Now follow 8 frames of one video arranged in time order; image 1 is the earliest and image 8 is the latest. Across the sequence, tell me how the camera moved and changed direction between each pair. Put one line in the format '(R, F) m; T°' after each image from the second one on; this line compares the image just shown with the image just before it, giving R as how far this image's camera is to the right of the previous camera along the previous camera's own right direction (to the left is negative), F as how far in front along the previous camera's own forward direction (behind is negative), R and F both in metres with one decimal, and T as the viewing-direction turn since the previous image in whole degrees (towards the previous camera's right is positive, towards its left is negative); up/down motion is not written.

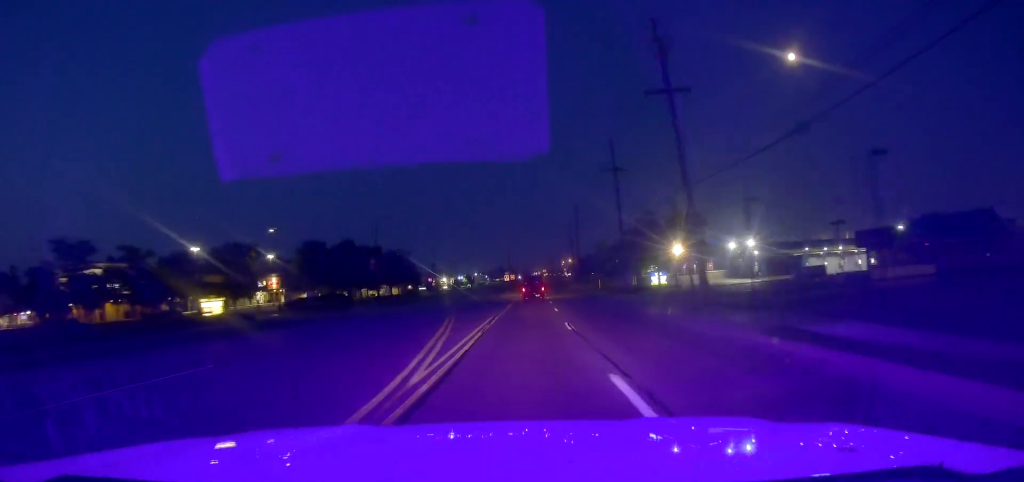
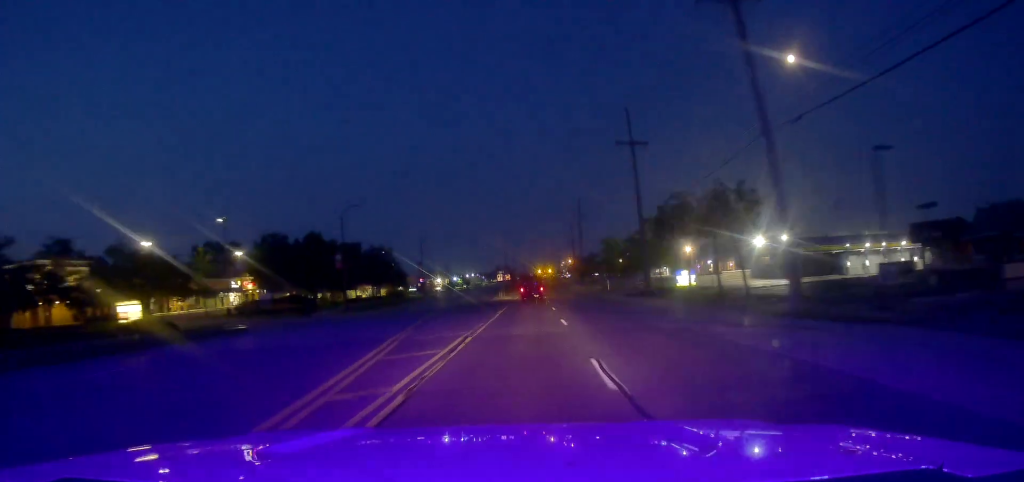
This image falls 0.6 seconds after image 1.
(-0.5, +12.5) m; 0°
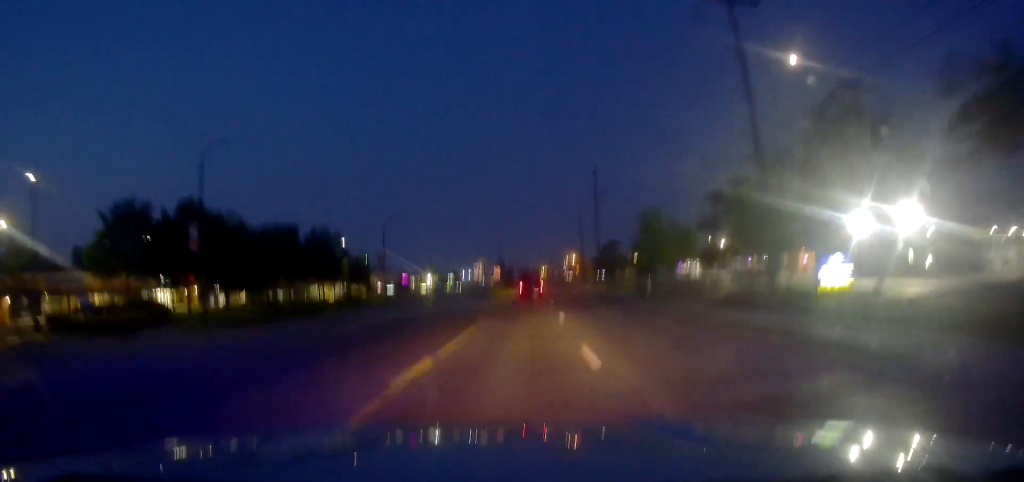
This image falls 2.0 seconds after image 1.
(+0.5, +27.8) m; 0°
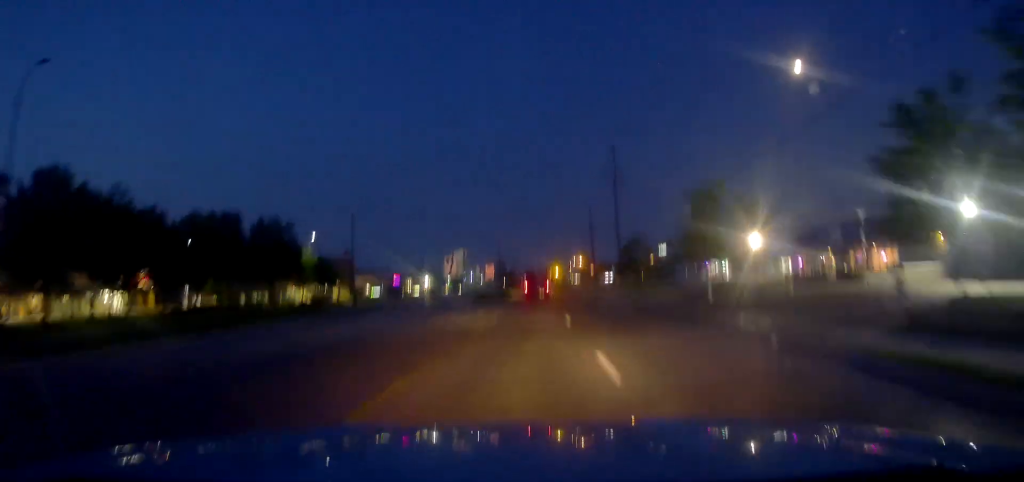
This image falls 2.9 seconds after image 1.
(-0.7, +16.6) m; 0°
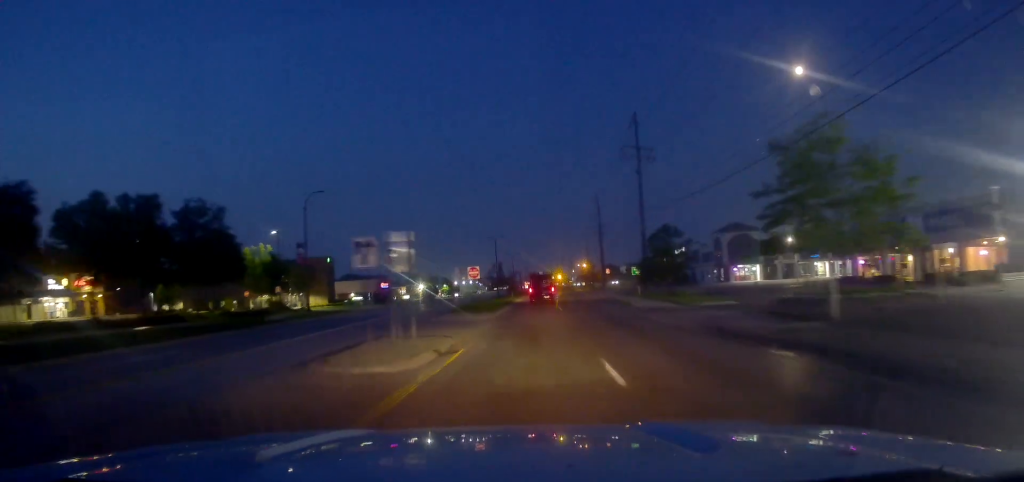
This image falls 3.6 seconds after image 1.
(+0.5, +14.7) m; +1°
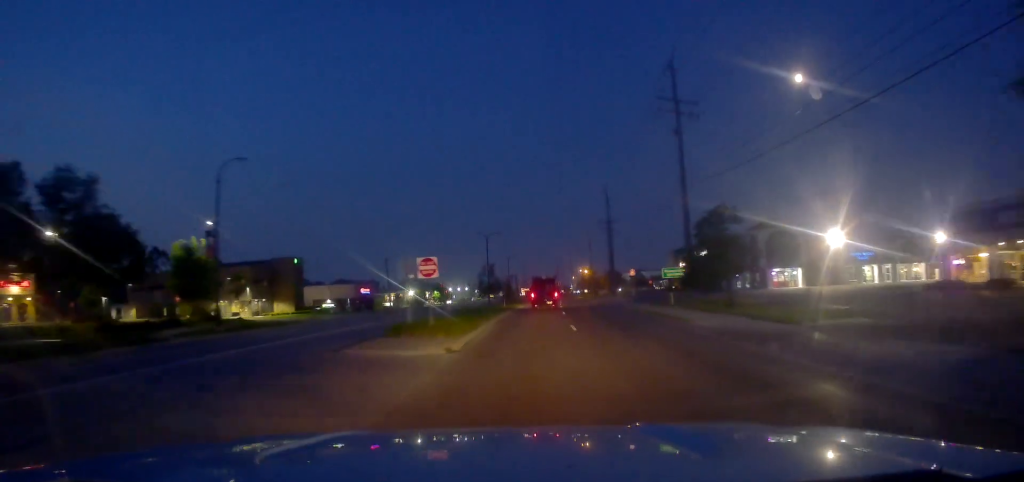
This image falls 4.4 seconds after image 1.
(0.0, +16.0) m; -1°
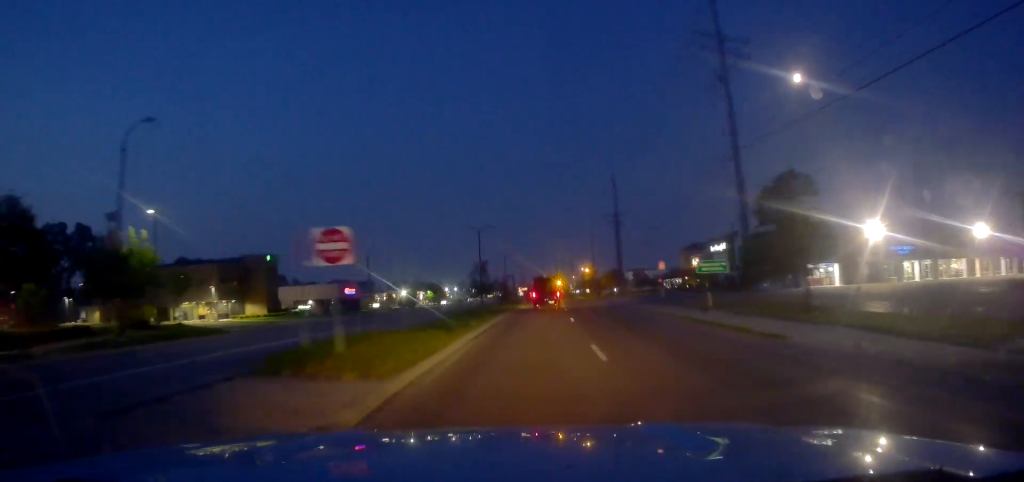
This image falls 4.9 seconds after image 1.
(0.0, +10.6) m; -1°
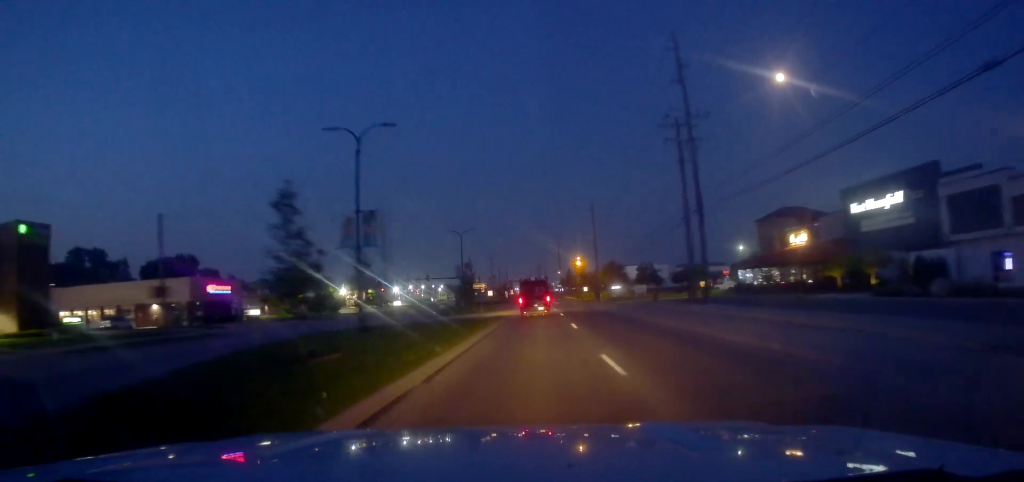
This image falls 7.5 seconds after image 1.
(+1.4, +49.0) m; +3°
